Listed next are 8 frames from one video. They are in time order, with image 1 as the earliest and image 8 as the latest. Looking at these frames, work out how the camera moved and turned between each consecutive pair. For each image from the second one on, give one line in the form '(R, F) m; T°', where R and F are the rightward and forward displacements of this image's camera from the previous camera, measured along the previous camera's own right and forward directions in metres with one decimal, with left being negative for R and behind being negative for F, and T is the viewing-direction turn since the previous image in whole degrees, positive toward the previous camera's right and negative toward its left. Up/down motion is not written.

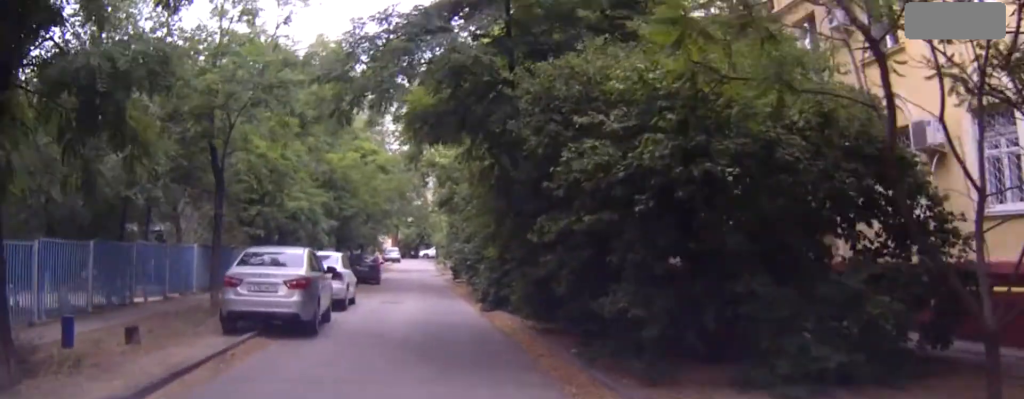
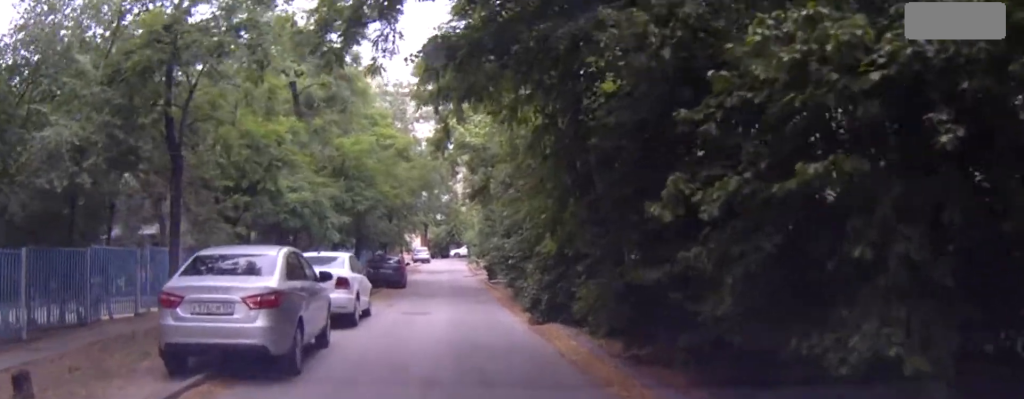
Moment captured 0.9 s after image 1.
(0.0, +4.1) m; 0°
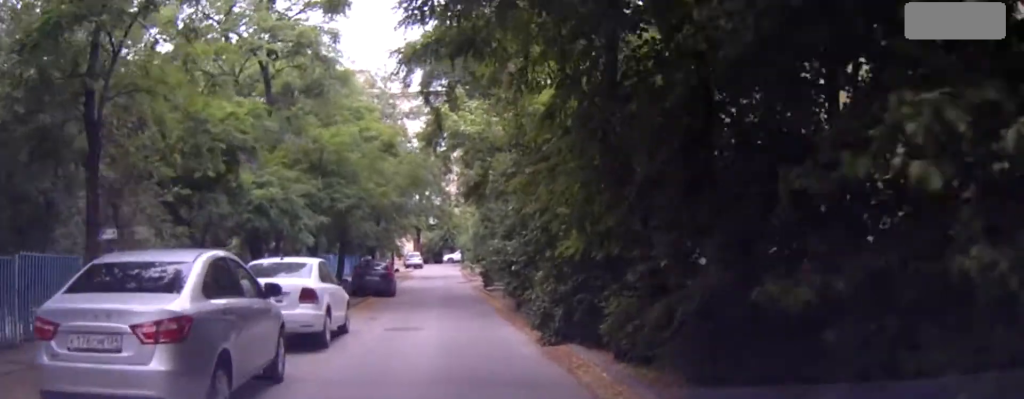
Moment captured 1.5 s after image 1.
(0.0, +2.6) m; 0°
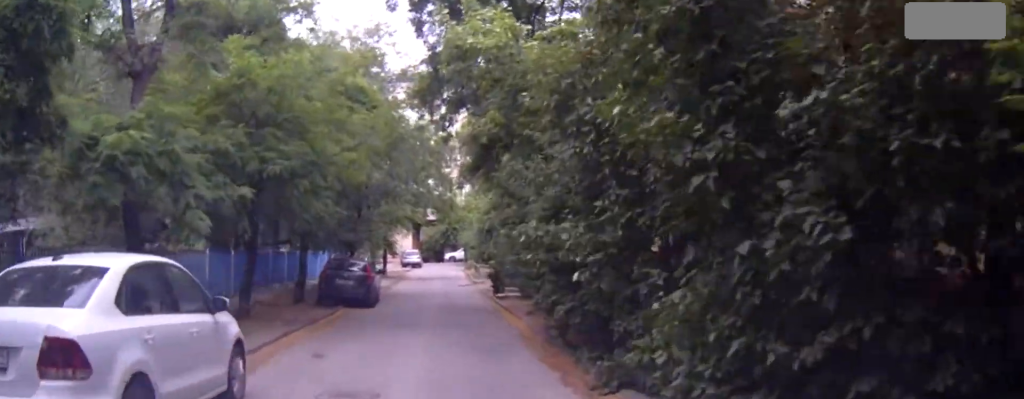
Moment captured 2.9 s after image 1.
(-0.1, +7.0) m; -2°
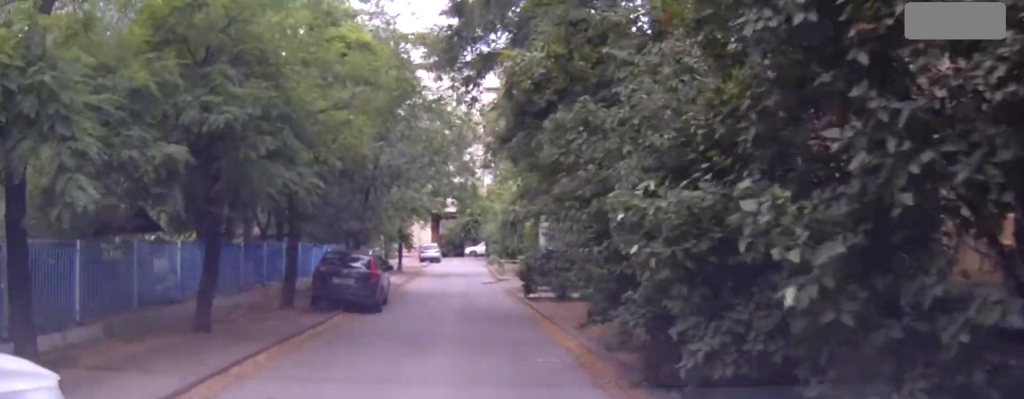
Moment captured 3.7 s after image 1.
(0.0, +3.8) m; -1°
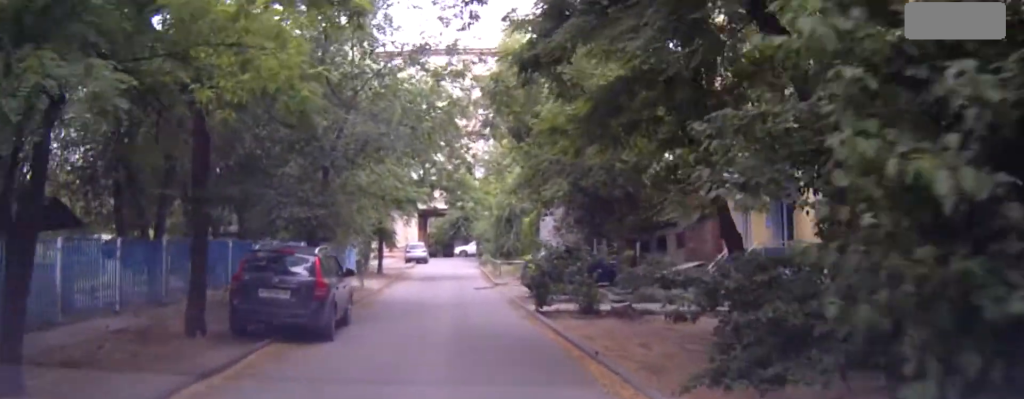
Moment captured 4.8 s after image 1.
(0.0, +5.6) m; +1°
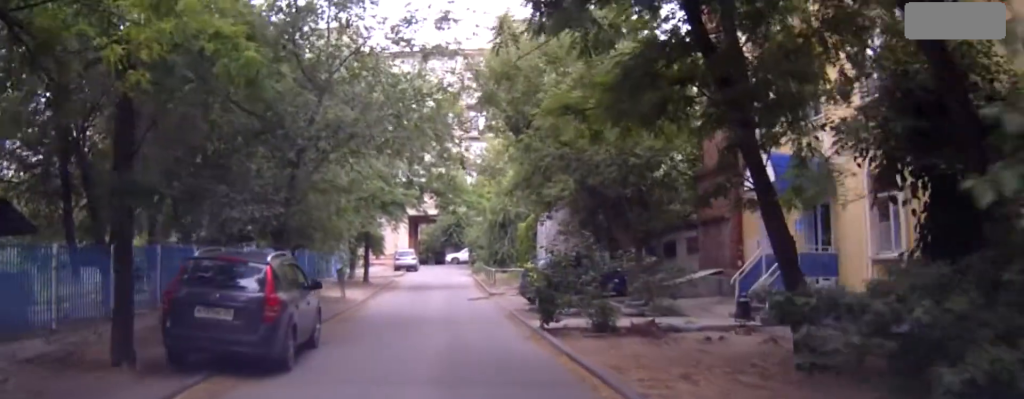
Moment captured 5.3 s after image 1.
(0.0, +2.4) m; +1°
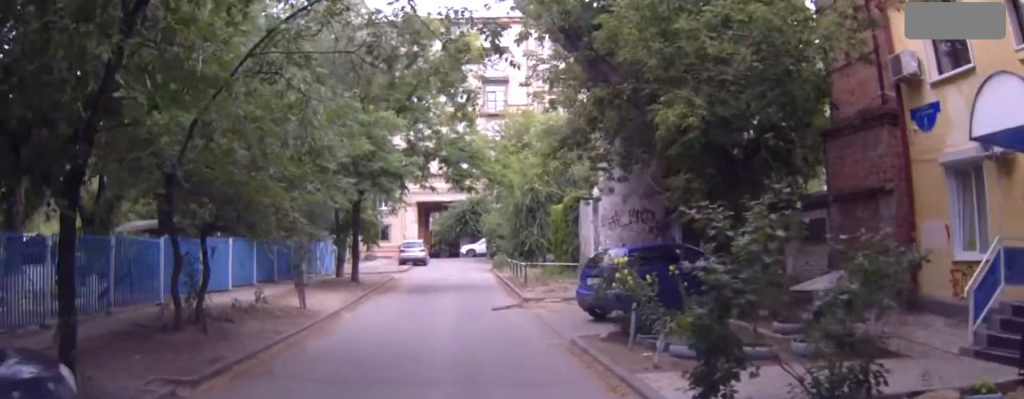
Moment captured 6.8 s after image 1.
(+0.3, +8.1) m; +5°
